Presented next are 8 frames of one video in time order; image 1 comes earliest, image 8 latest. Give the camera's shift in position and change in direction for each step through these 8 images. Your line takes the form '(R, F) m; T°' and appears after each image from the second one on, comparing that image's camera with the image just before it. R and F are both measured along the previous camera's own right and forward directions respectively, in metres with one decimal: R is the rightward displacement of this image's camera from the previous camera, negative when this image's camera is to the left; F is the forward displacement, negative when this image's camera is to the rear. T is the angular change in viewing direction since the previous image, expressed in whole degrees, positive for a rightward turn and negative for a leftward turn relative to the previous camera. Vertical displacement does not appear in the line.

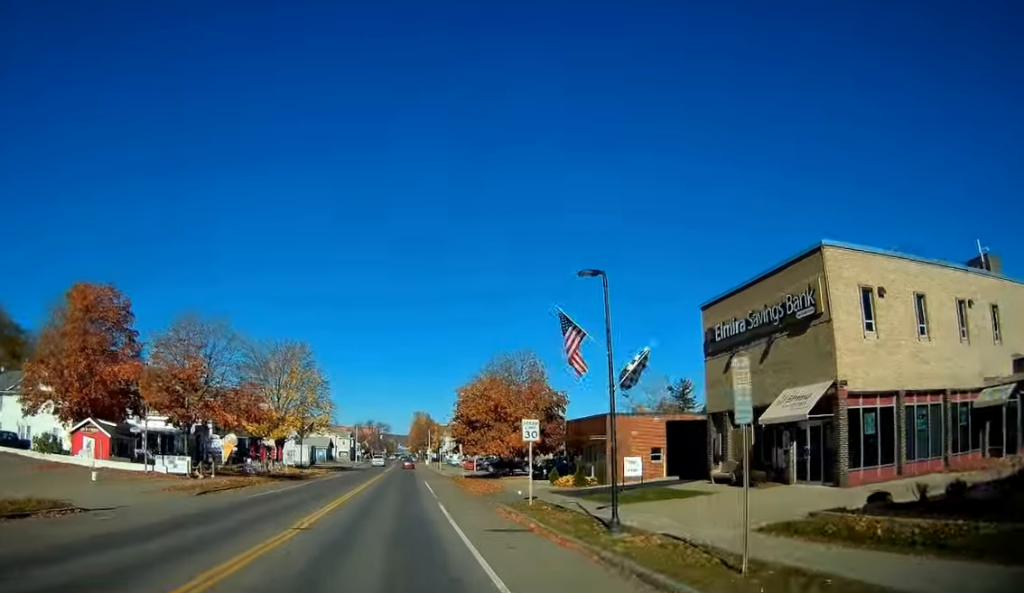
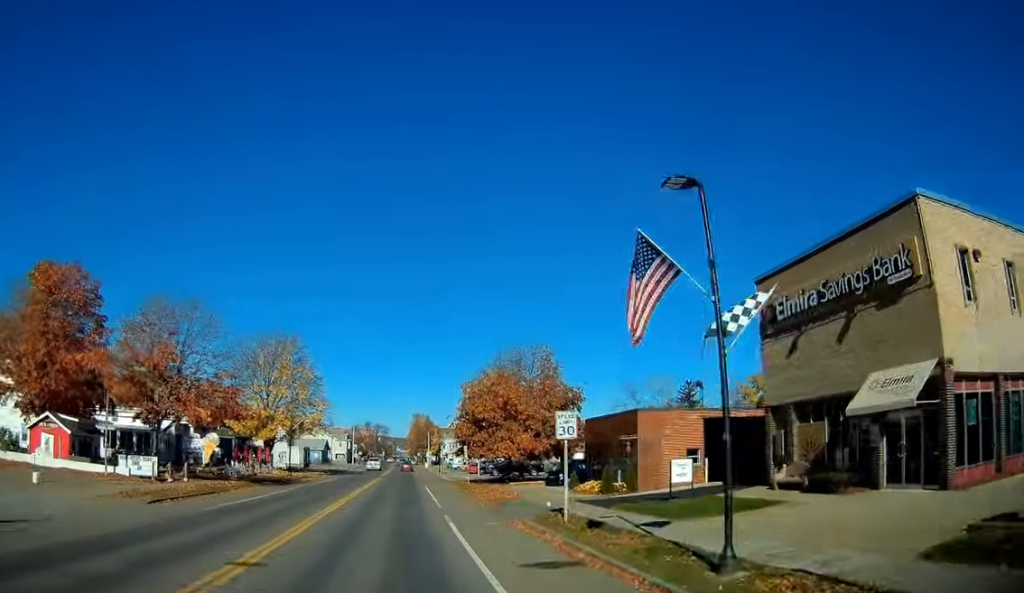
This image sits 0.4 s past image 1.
(+0.1, +5.3) m; 0°
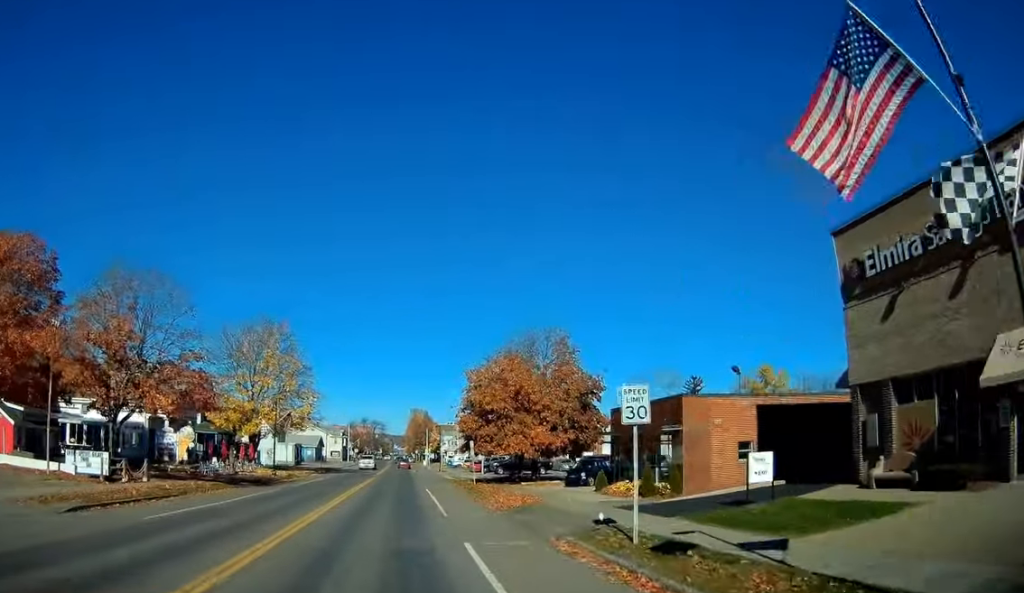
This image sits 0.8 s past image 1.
(0.0, +5.8) m; 0°
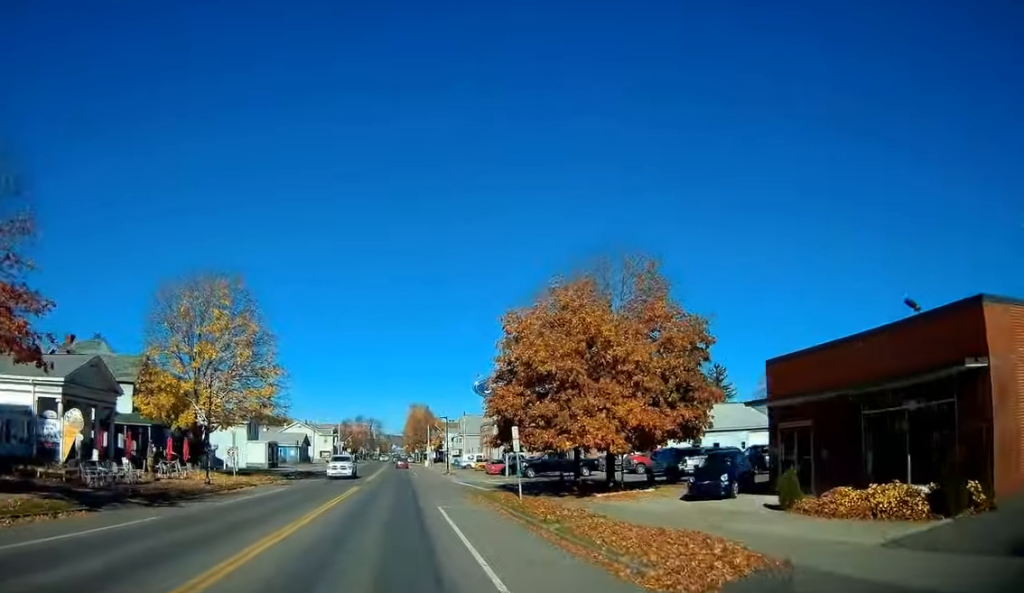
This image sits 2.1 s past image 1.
(-0.2, +16.9) m; 0°
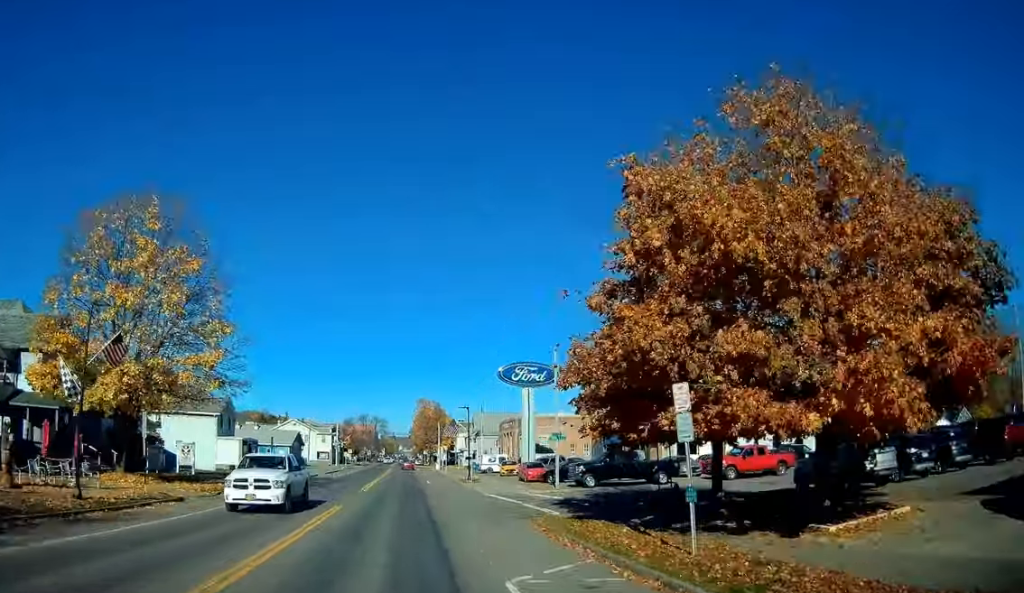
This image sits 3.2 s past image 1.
(+0.1, +14.7) m; +1°
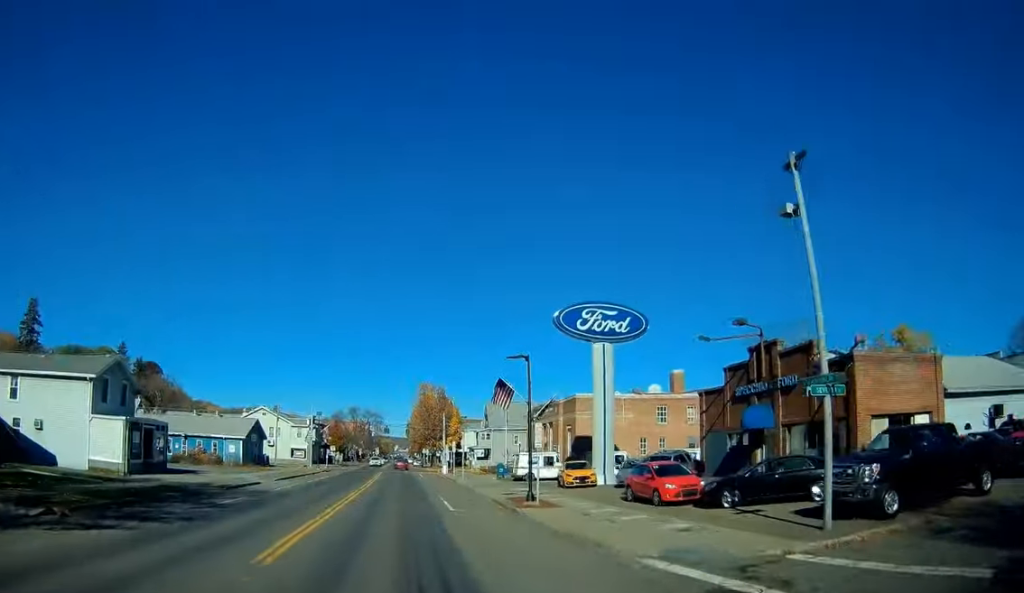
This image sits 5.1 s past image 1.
(0.0, +24.7) m; -1°
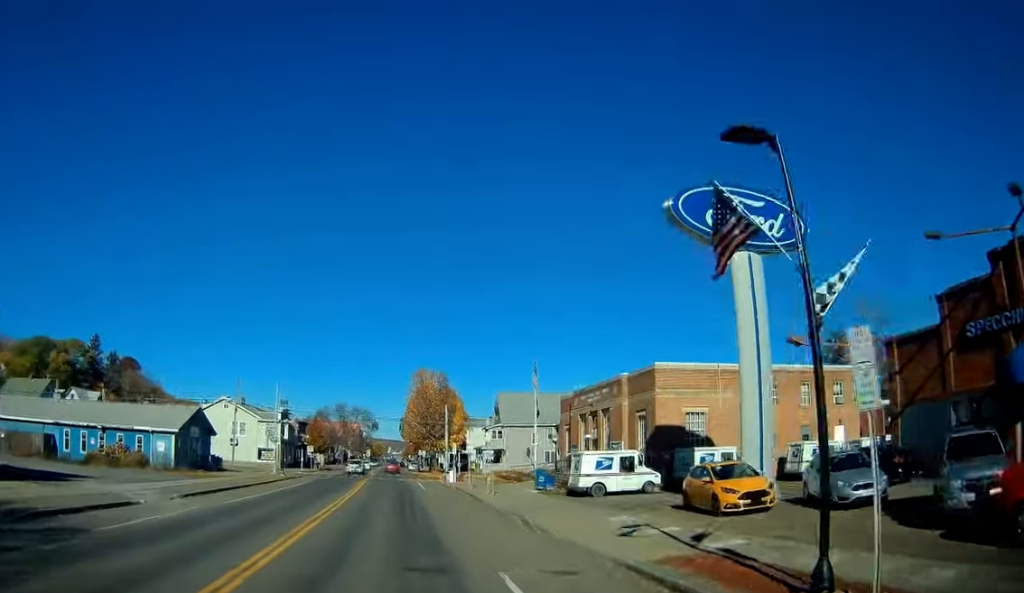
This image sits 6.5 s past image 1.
(-0.1, +18.1) m; 0°
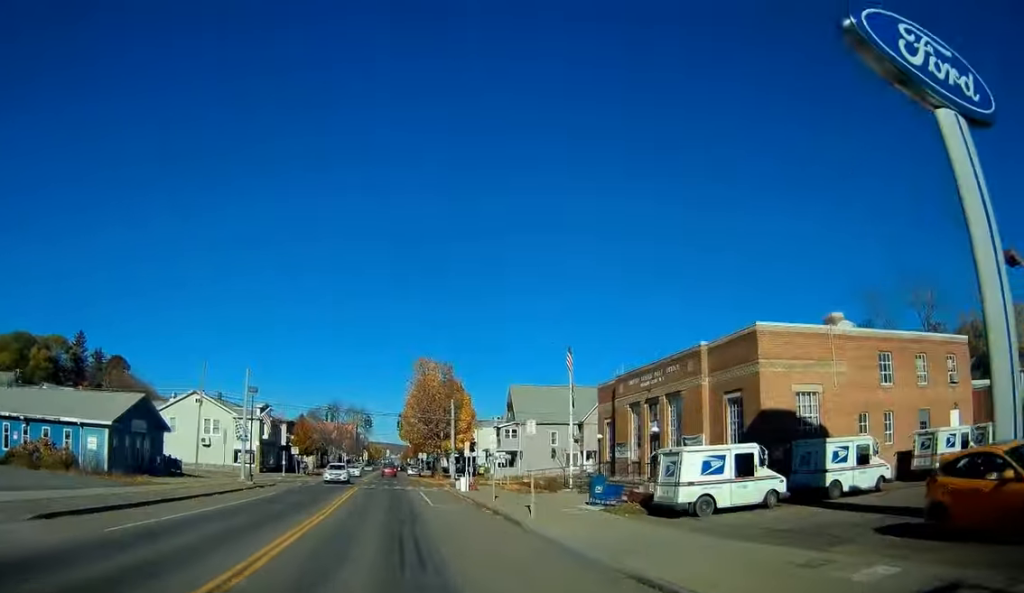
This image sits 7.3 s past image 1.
(+0.2, +11.2) m; 0°
